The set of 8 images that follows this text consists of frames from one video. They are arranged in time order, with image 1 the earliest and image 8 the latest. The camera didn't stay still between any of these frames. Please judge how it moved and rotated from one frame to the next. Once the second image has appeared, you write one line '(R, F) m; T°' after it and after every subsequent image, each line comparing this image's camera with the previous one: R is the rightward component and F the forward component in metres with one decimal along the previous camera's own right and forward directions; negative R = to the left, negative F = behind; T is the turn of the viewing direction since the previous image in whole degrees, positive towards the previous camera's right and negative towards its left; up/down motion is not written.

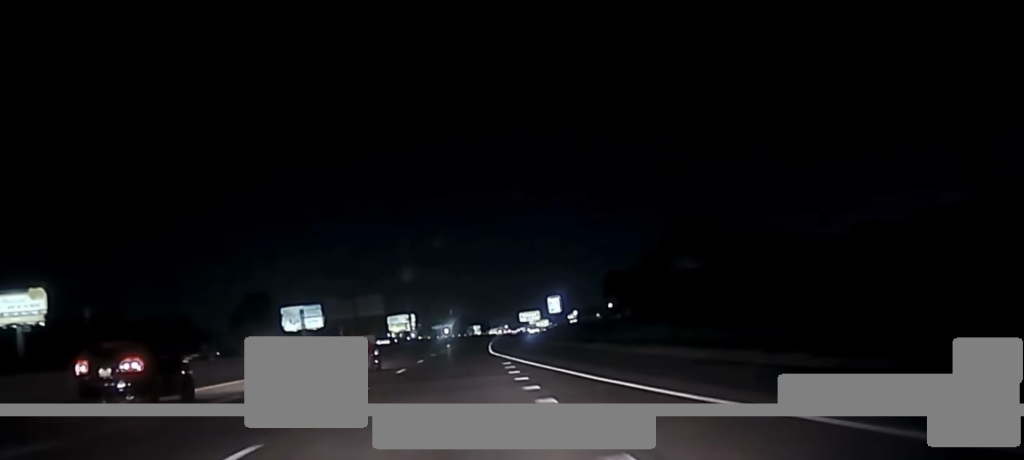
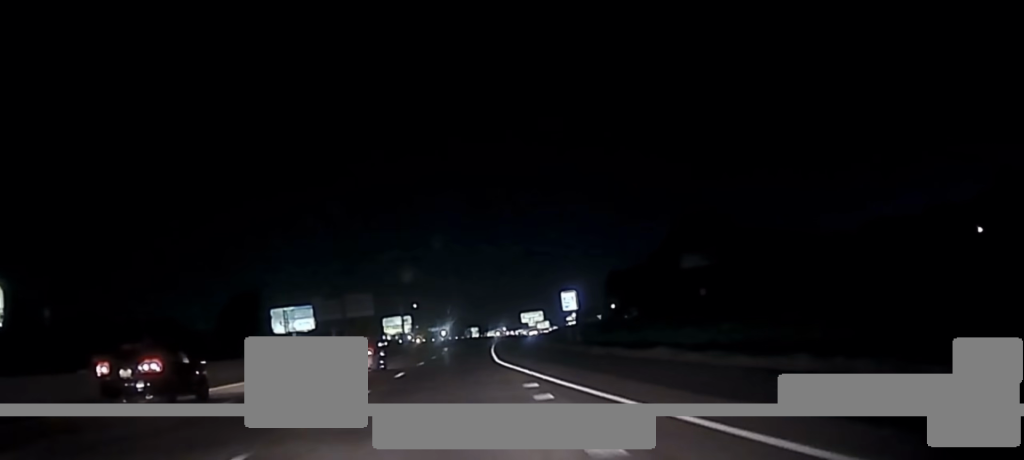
(0.0, +13.0) m; 0°
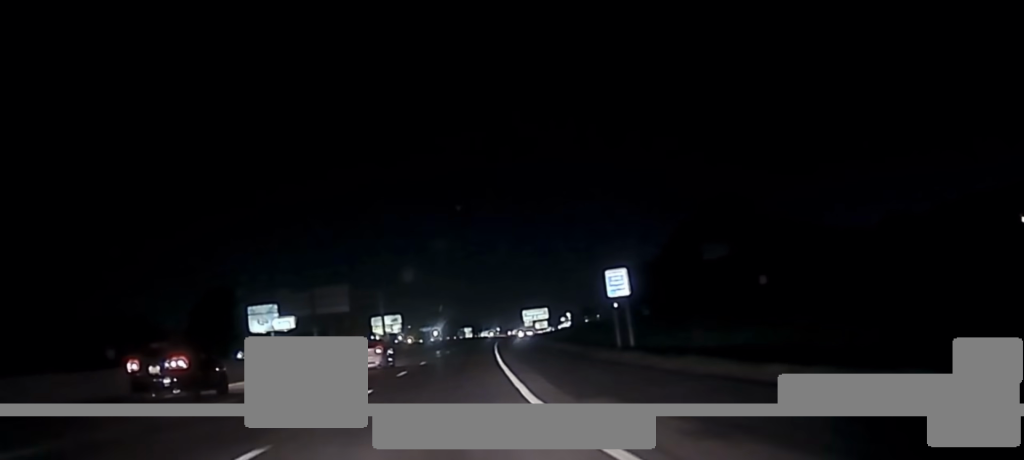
(-0.3, +23.3) m; +1°
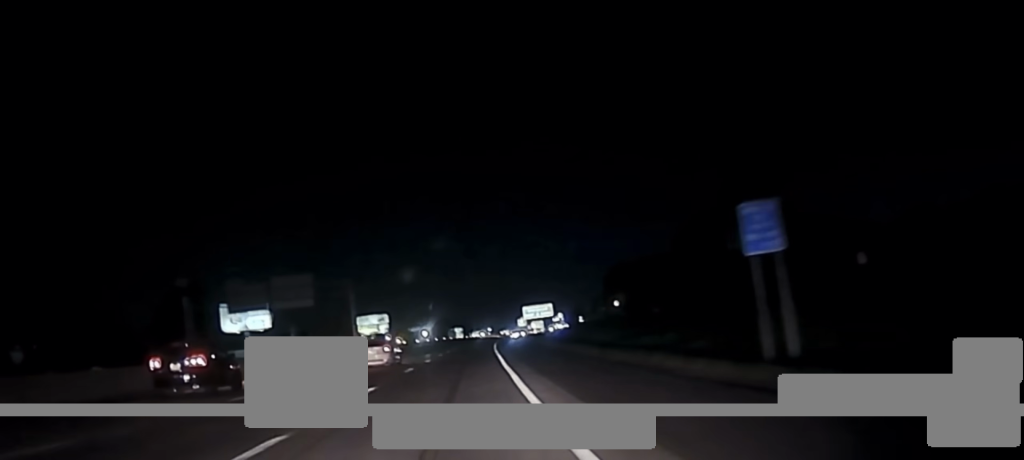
(+0.4, +22.8) m; +2°
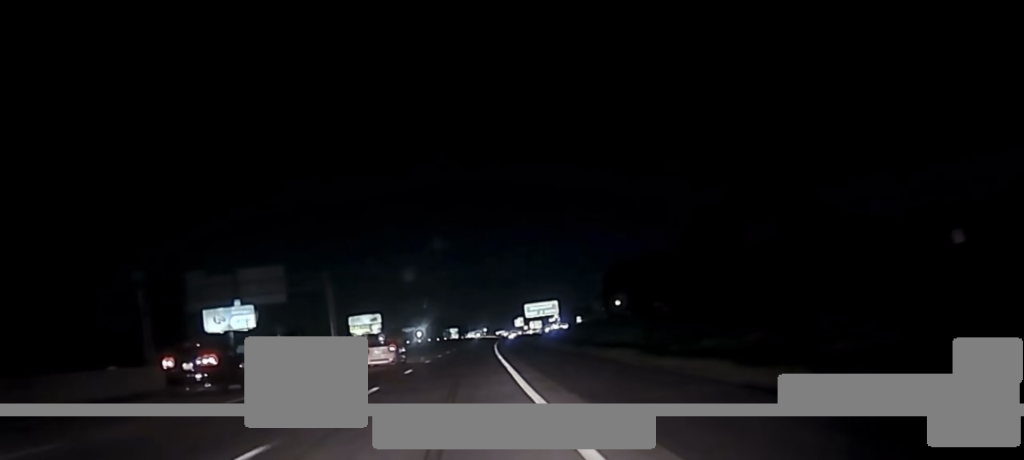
(+0.1, +13.5) m; 0°
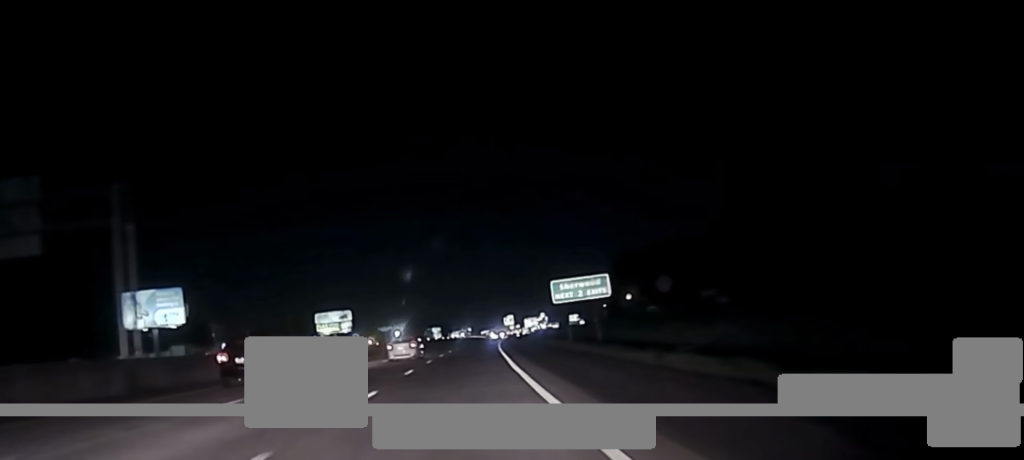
(-0.1, +56.2) m; +1°
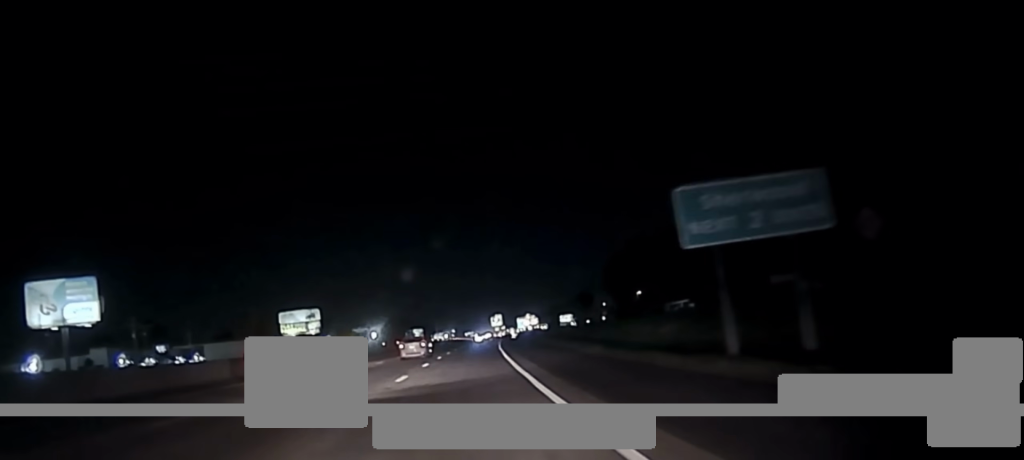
(+0.7, +44.6) m; +1°
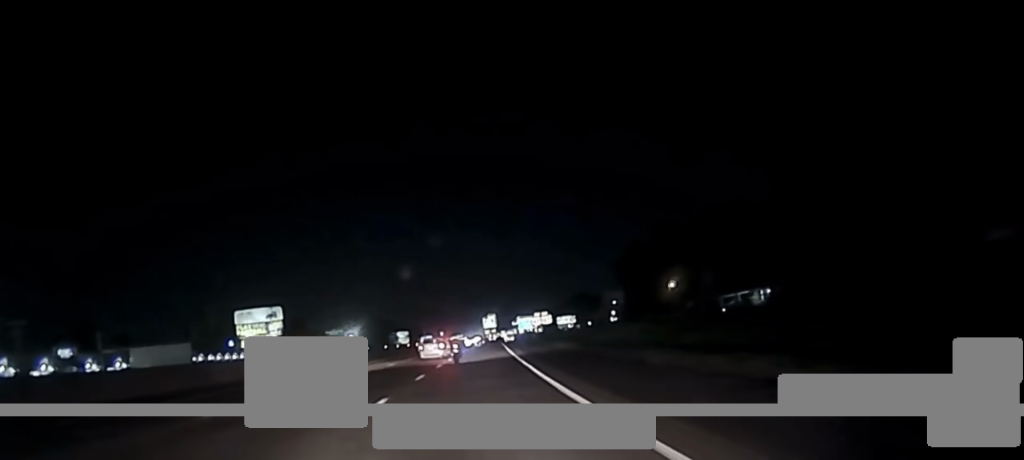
(+0.3, +45.5) m; +1°
